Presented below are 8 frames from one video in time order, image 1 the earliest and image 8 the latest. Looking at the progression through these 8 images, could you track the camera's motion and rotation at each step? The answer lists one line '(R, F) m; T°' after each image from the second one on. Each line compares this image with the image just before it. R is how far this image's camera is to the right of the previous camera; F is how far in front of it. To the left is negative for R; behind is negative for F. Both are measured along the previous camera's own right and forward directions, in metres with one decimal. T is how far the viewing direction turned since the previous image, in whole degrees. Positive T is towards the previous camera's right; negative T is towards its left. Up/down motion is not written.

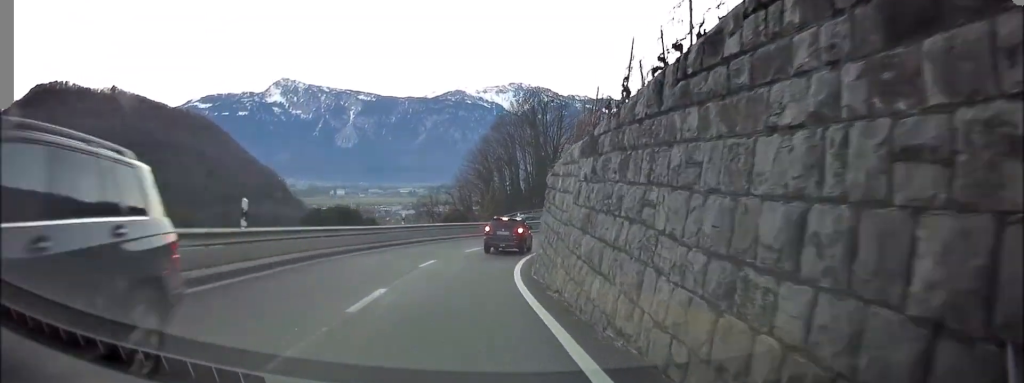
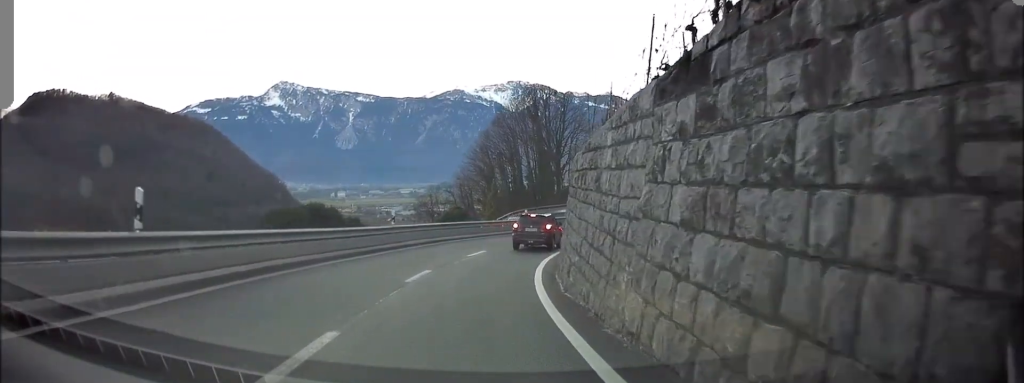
(0.0, +4.1) m; 0°
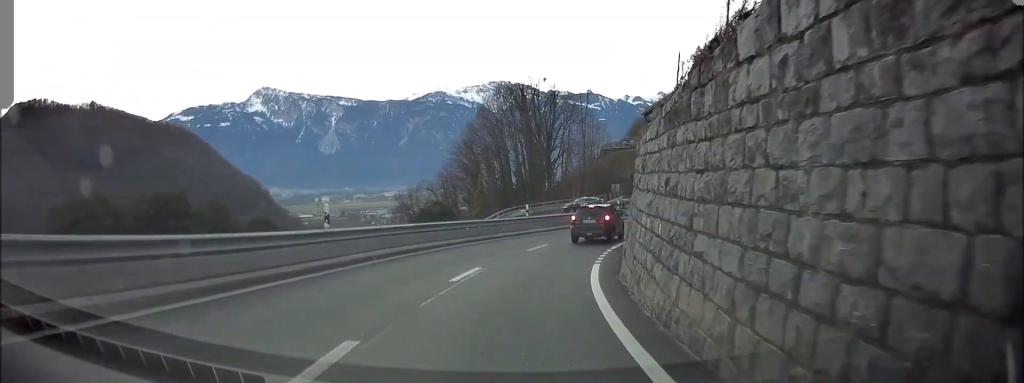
(0.0, +8.6) m; +1°
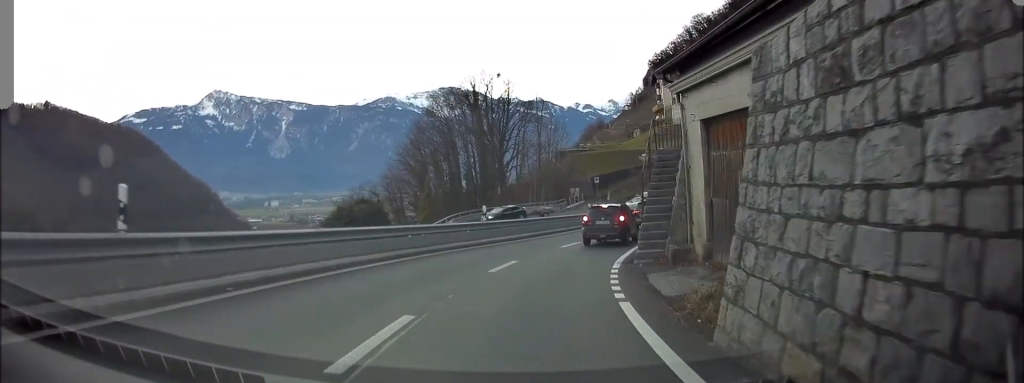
(+0.1, +7.1) m; +3°
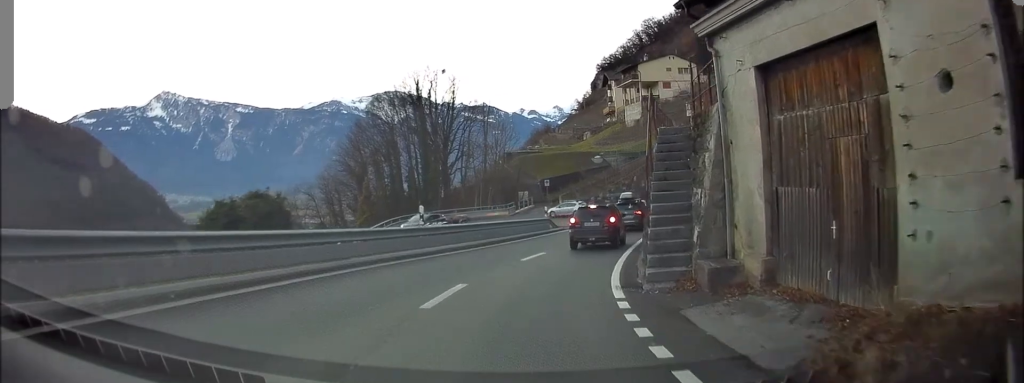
(0.0, +5.2) m; +3°
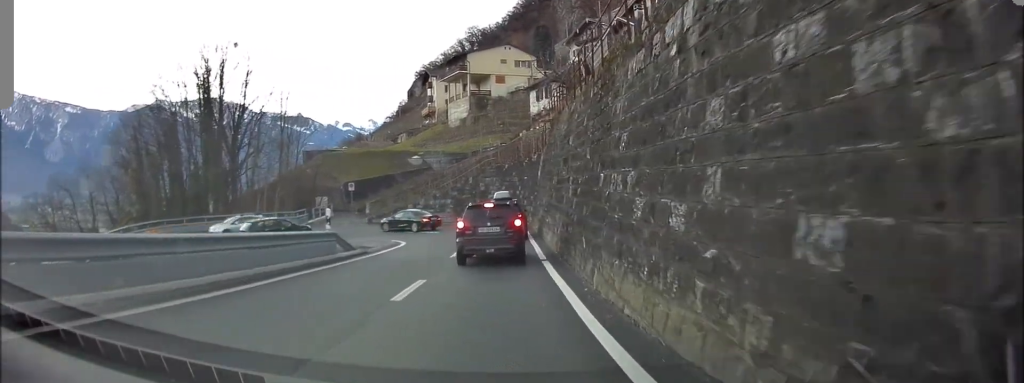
(+1.8, +18.8) m; +11°
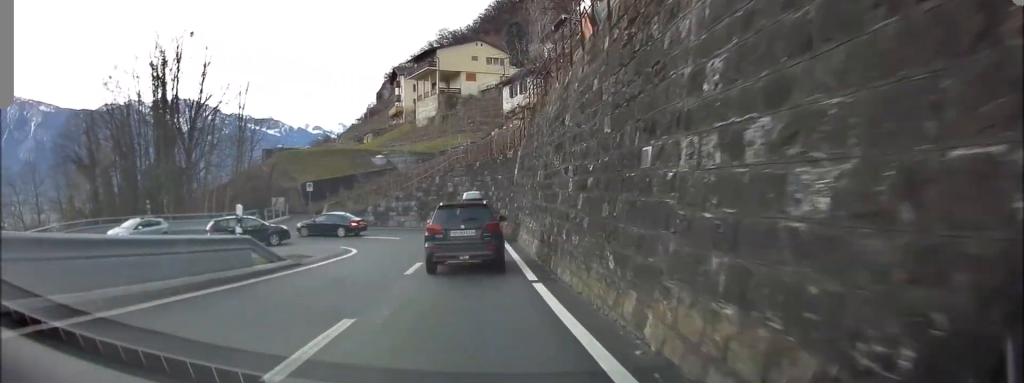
(+0.3, +4.6) m; +3°
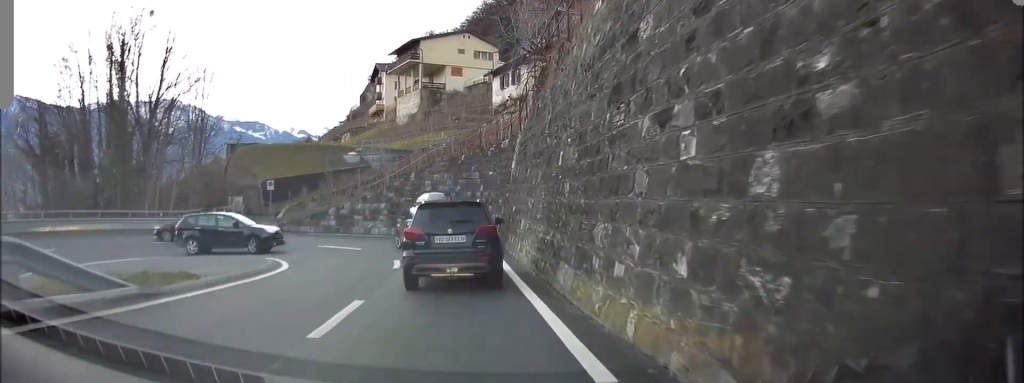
(+0.4, +8.0) m; +5°
